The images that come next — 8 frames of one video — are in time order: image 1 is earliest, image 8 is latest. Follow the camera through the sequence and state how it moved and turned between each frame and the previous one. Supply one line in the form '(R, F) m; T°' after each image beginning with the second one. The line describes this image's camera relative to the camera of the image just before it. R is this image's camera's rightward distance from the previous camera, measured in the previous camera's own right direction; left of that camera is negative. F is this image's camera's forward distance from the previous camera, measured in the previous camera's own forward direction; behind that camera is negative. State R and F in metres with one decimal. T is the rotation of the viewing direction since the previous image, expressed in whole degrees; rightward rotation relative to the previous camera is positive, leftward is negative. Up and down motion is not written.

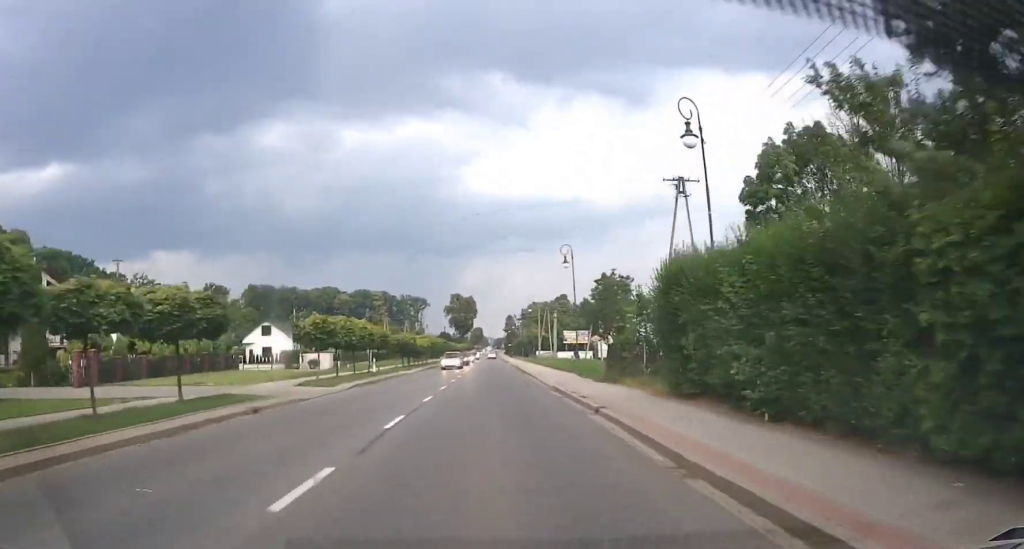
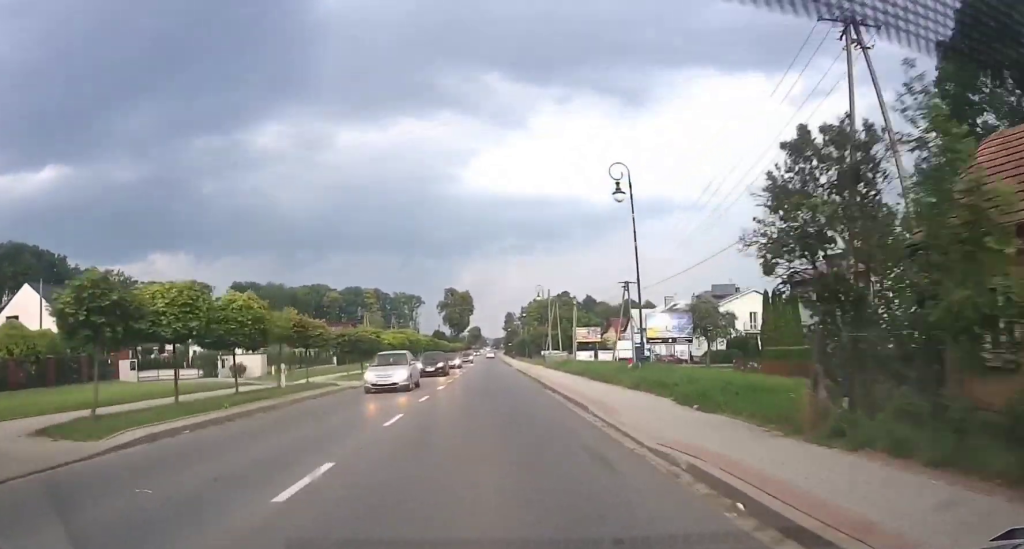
(0.0, +17.4) m; 0°
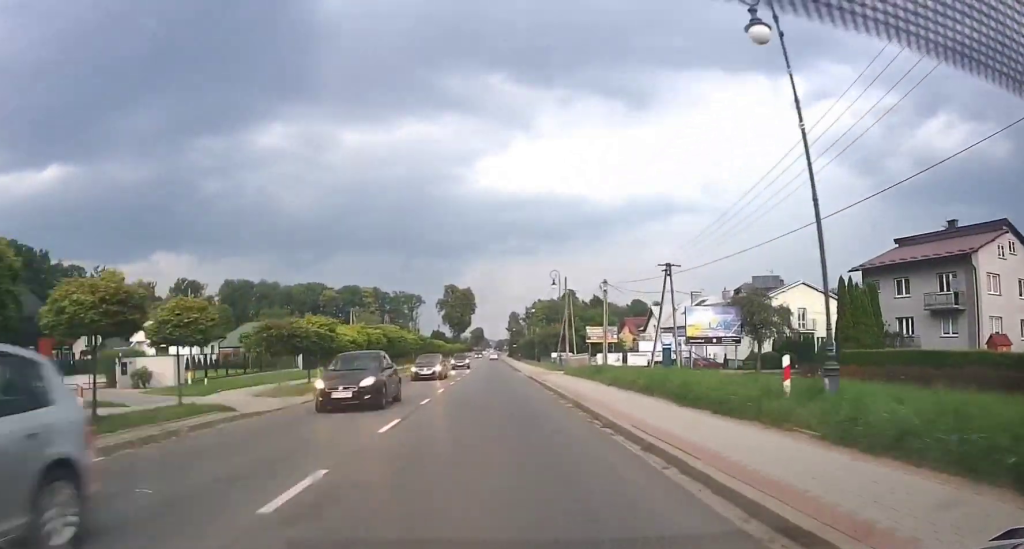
(-0.2, +13.0) m; 0°
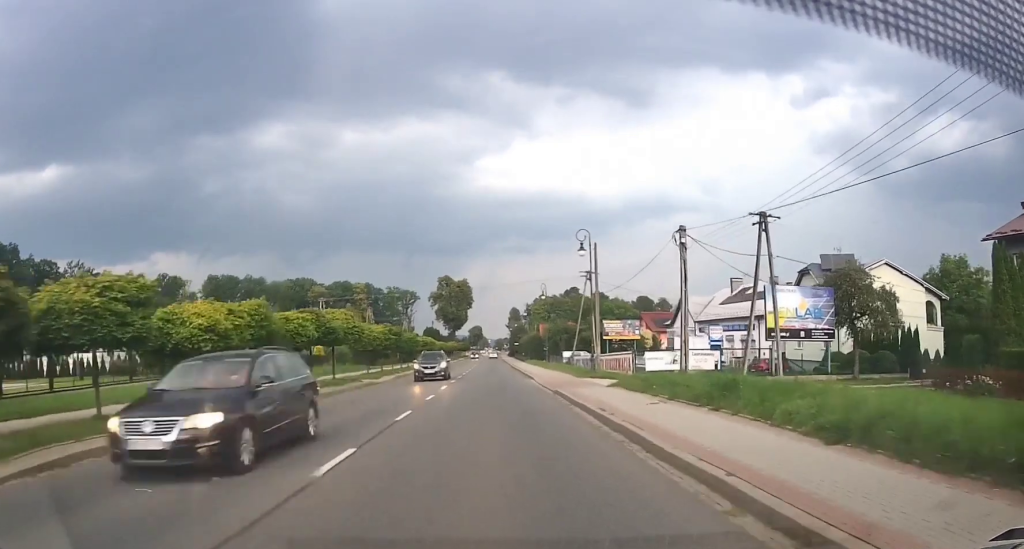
(+0.1, +16.0) m; 0°
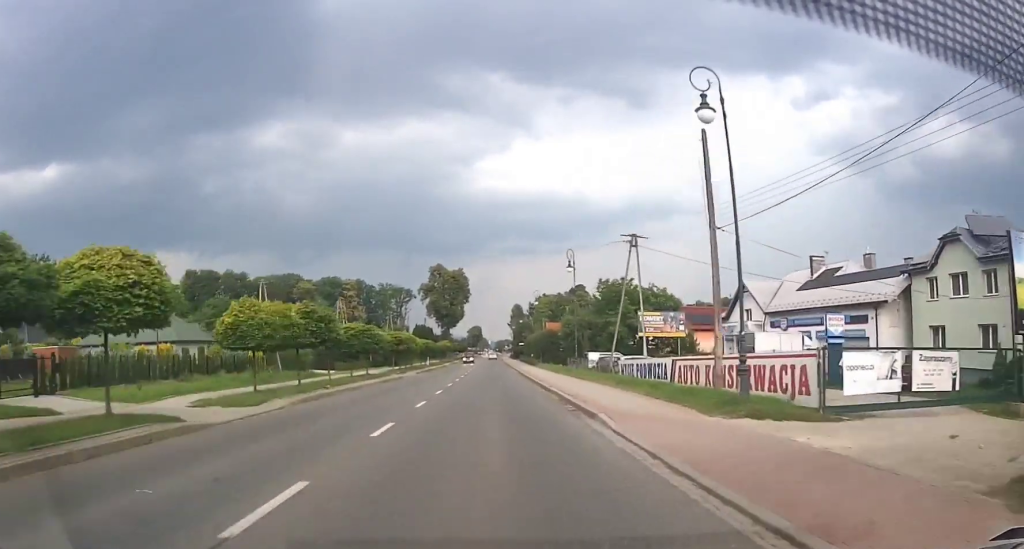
(-0.2, +20.8) m; 0°
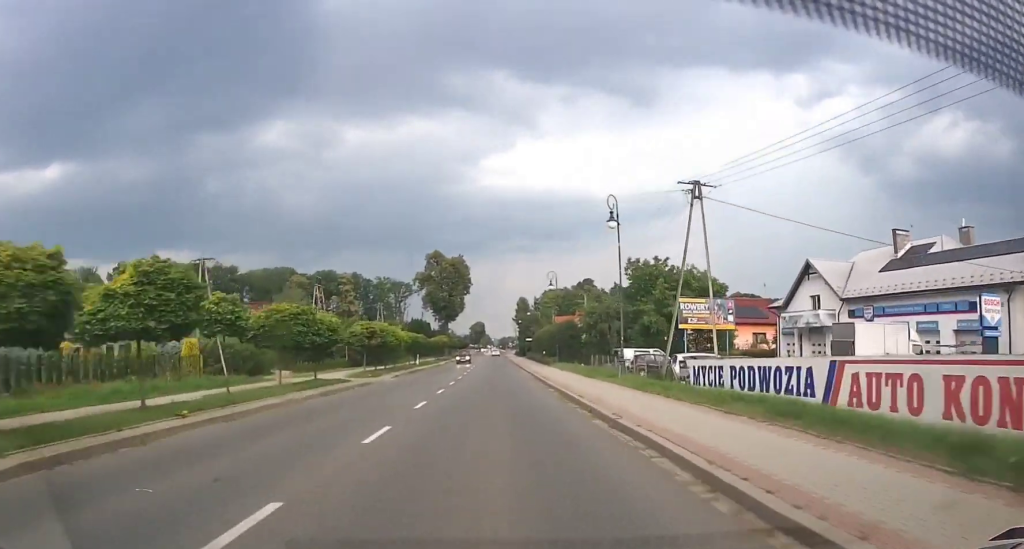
(0.0, +13.0) m; 0°
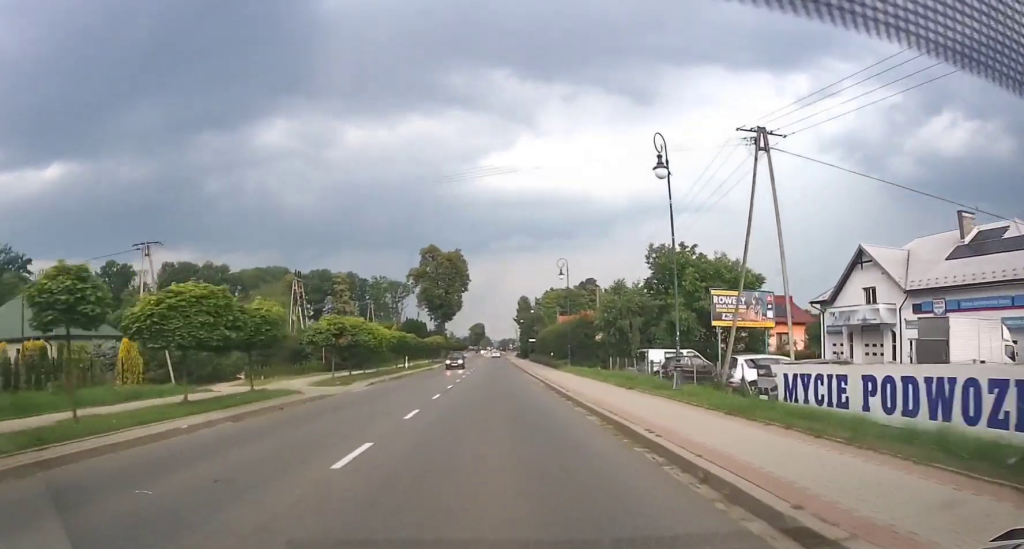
(0.0, +8.6) m; 0°
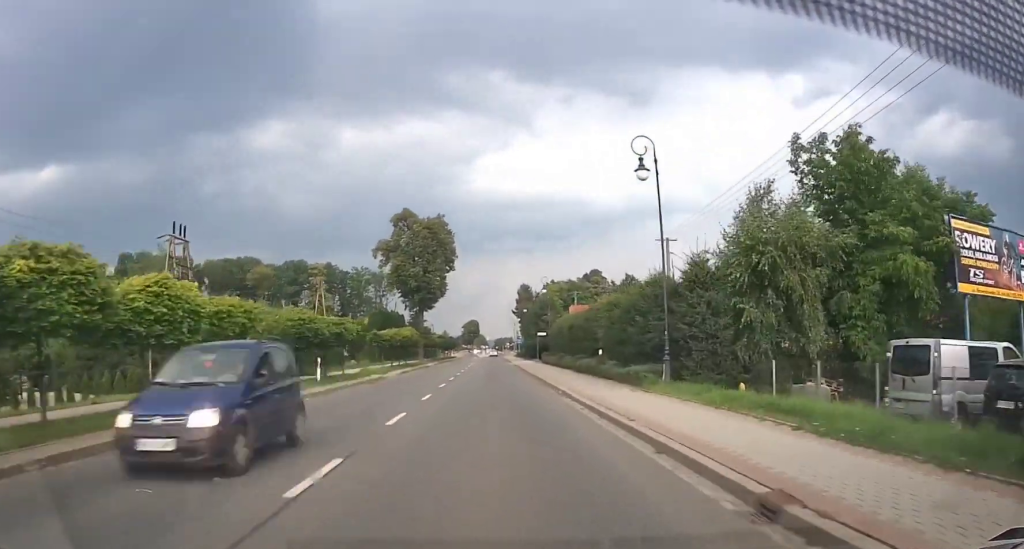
(+0.3, +25.9) m; +1°
